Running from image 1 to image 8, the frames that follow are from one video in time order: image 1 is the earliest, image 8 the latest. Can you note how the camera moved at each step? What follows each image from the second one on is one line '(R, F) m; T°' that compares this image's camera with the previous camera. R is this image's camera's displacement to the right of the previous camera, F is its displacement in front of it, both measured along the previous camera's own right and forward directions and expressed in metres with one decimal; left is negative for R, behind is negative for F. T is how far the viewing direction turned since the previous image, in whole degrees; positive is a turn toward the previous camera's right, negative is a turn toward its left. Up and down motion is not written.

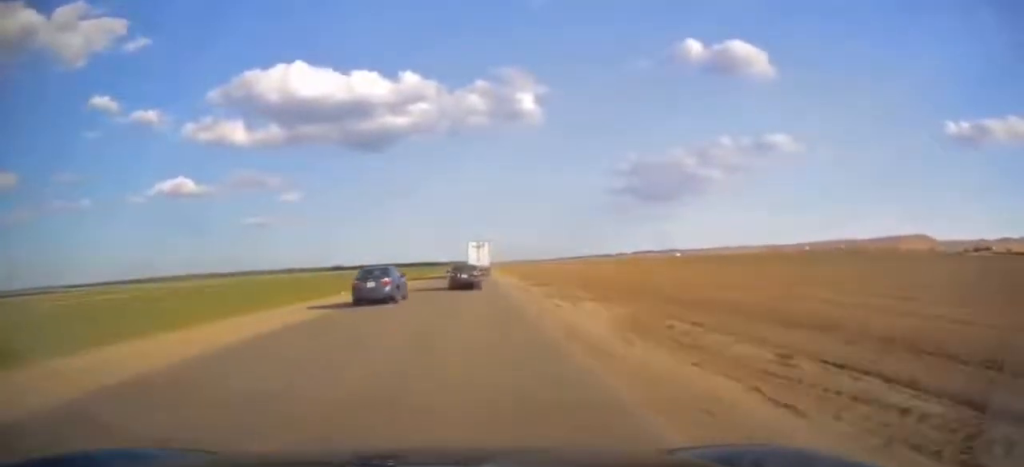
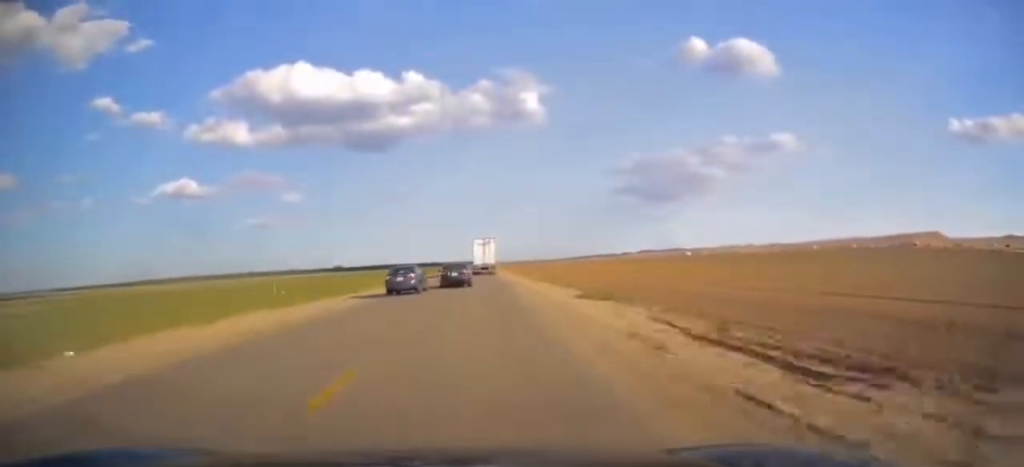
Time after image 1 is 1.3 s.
(-0.3, +35.3) m; 0°
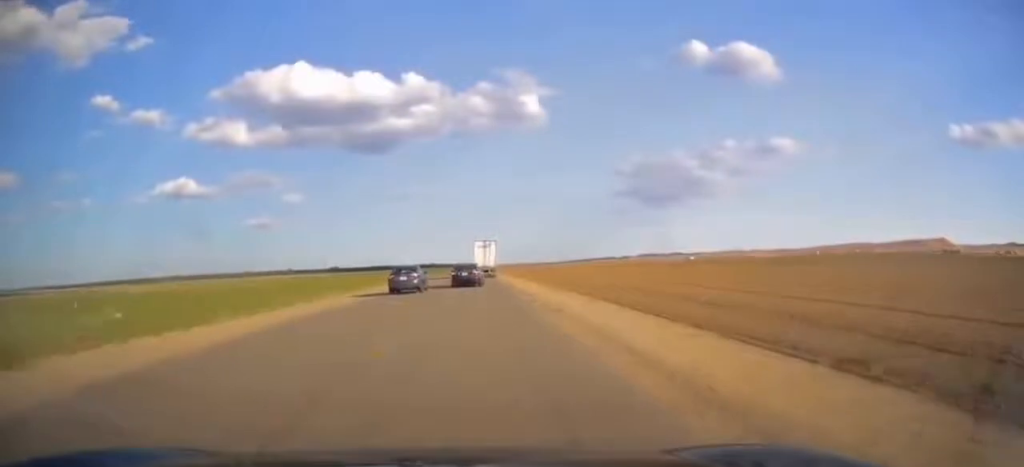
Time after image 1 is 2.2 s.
(+0.6, +25.9) m; 0°
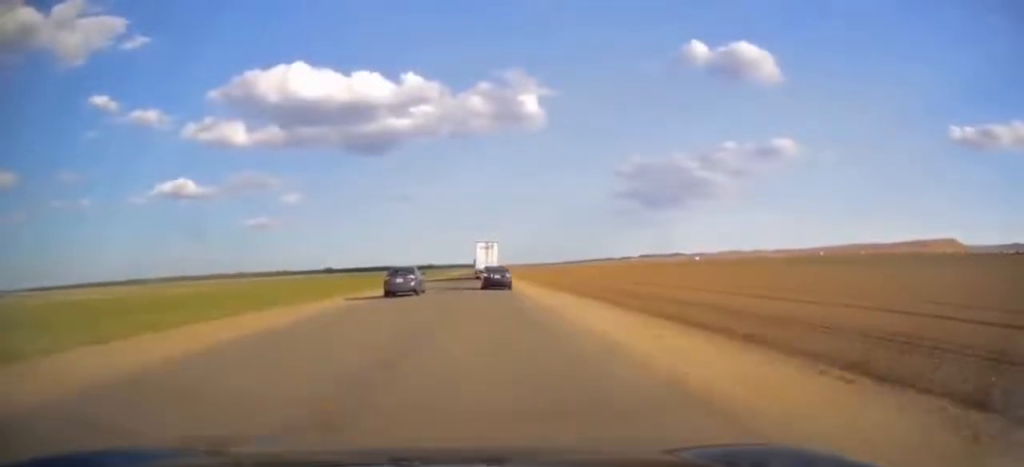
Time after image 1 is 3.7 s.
(-0.5, +42.5) m; 0°
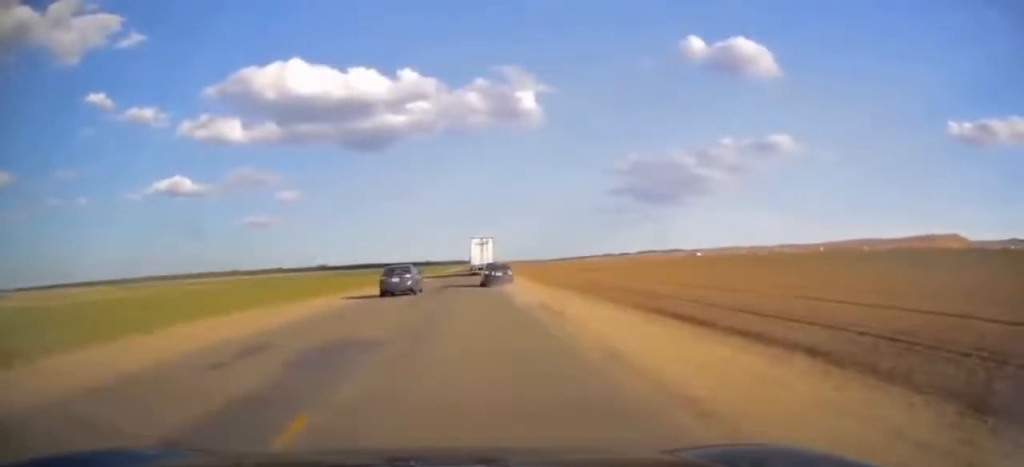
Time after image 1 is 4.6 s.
(+0.2, +23.9) m; 0°
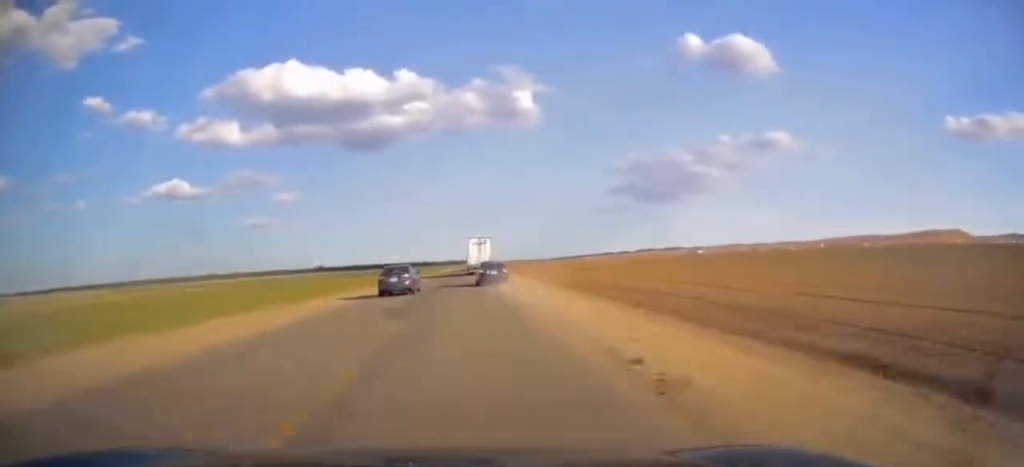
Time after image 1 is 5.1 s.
(-0.2, +12.8) m; 0°
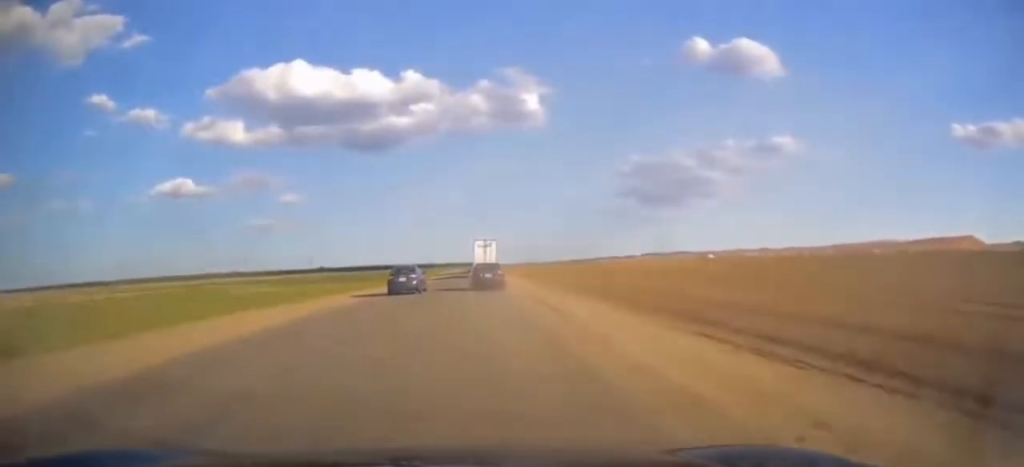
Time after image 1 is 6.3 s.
(+0.2, +33.5) m; 0°
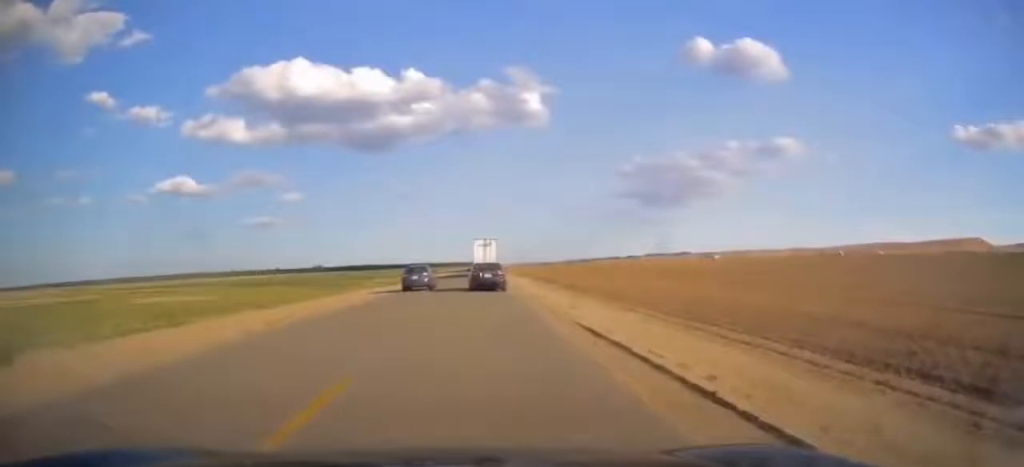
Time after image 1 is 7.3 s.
(-0.2, +25.8) m; 0°
